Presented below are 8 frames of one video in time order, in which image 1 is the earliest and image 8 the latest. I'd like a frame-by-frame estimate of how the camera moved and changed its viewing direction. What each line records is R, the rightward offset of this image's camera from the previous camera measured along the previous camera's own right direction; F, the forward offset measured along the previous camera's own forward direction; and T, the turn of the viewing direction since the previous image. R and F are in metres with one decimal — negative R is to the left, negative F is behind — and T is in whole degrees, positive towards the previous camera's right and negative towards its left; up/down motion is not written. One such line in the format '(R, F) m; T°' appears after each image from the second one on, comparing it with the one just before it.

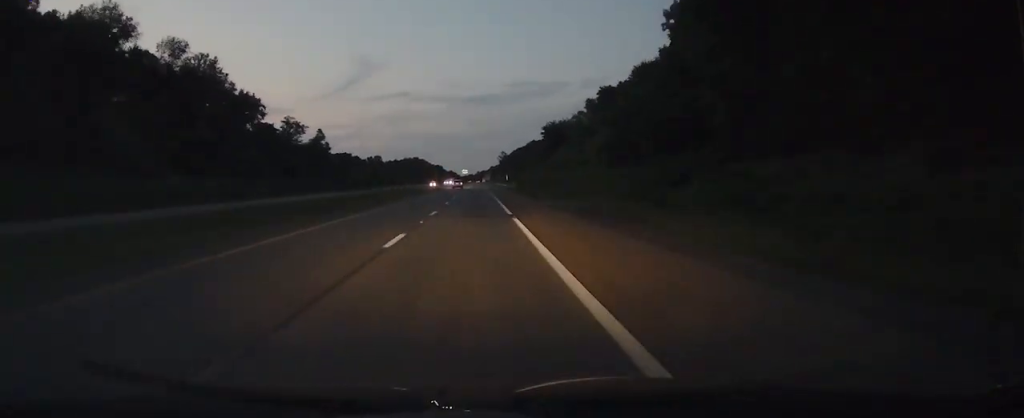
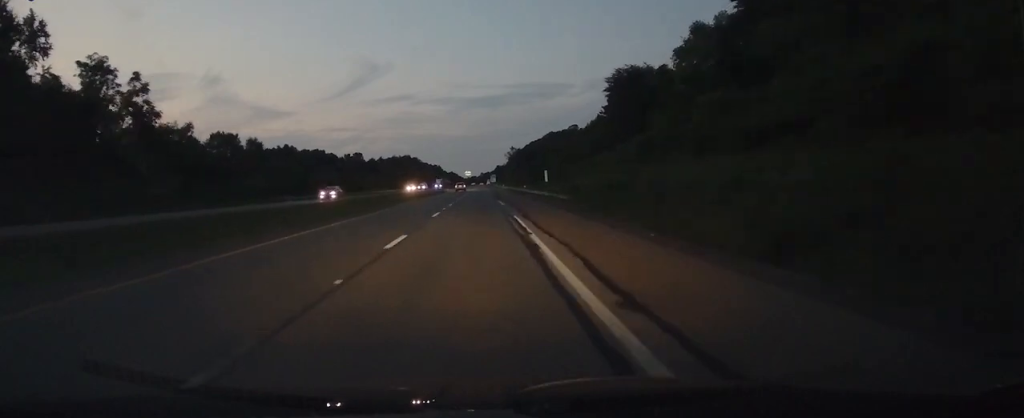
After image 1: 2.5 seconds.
(-1.1, +86.1) m; -1°
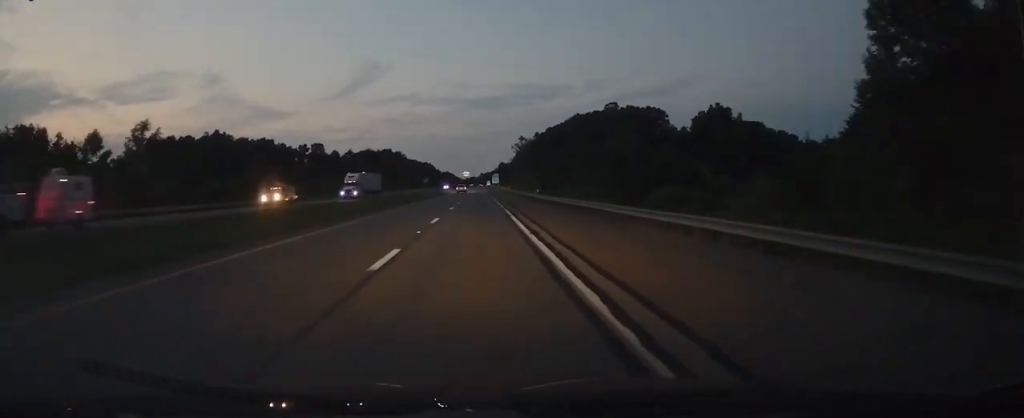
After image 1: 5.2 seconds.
(+0.1, +89.8) m; 0°
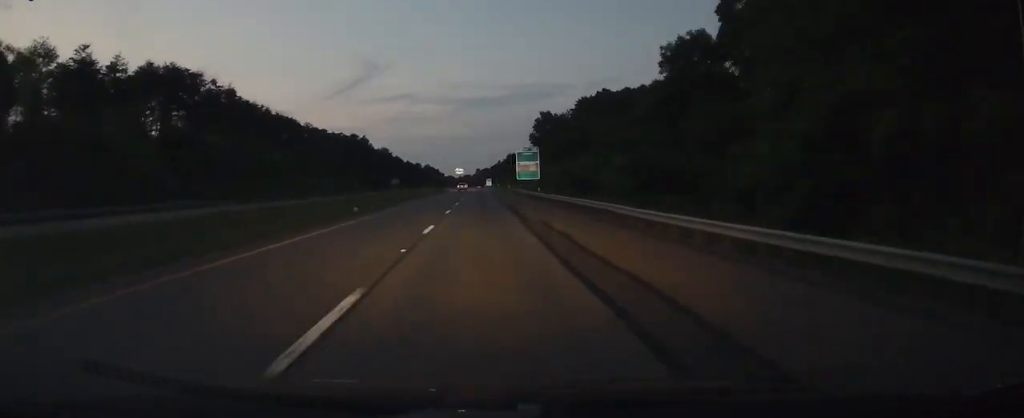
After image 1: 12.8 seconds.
(0.0, +254.2) m; 0°
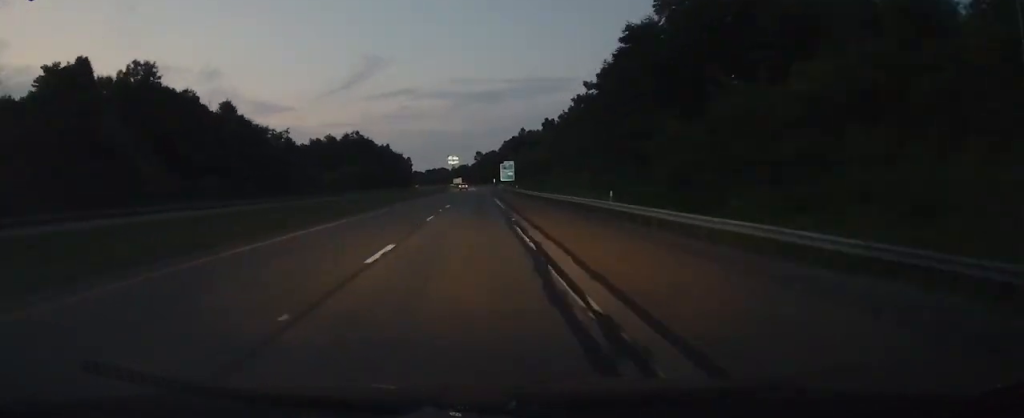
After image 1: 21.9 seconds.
(+0.7, +303.9) m; 0°
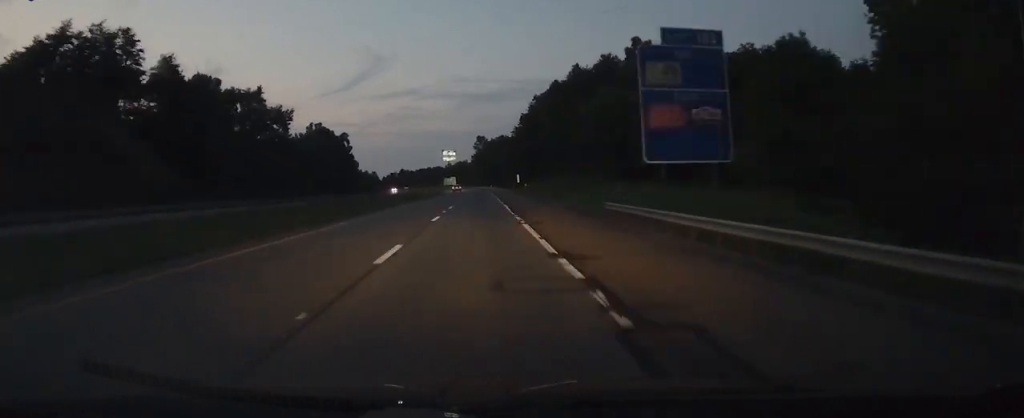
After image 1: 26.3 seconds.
(0.0, +148.7) m; -1°
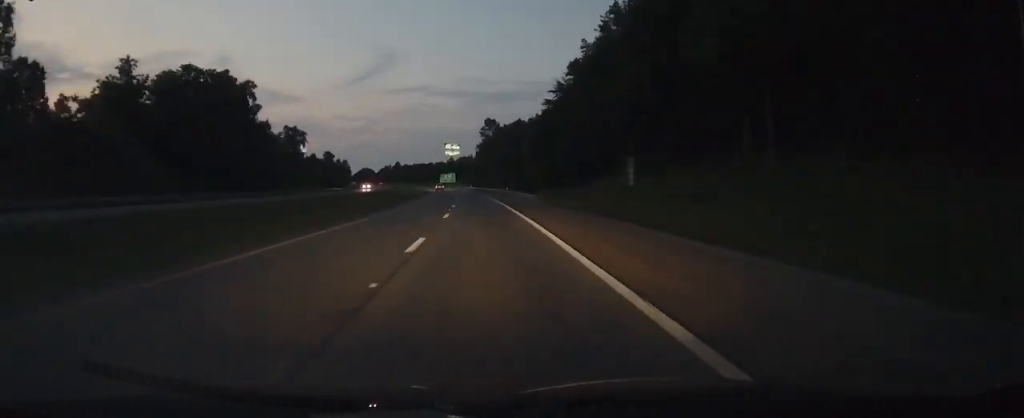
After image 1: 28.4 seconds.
(-1.8, +72.5) m; -2°
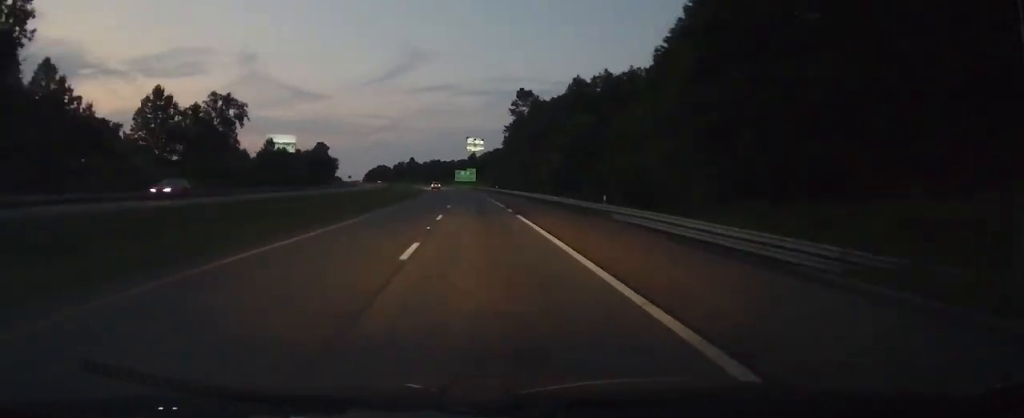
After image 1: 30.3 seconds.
(+1.2, +63.4) m; -2°
